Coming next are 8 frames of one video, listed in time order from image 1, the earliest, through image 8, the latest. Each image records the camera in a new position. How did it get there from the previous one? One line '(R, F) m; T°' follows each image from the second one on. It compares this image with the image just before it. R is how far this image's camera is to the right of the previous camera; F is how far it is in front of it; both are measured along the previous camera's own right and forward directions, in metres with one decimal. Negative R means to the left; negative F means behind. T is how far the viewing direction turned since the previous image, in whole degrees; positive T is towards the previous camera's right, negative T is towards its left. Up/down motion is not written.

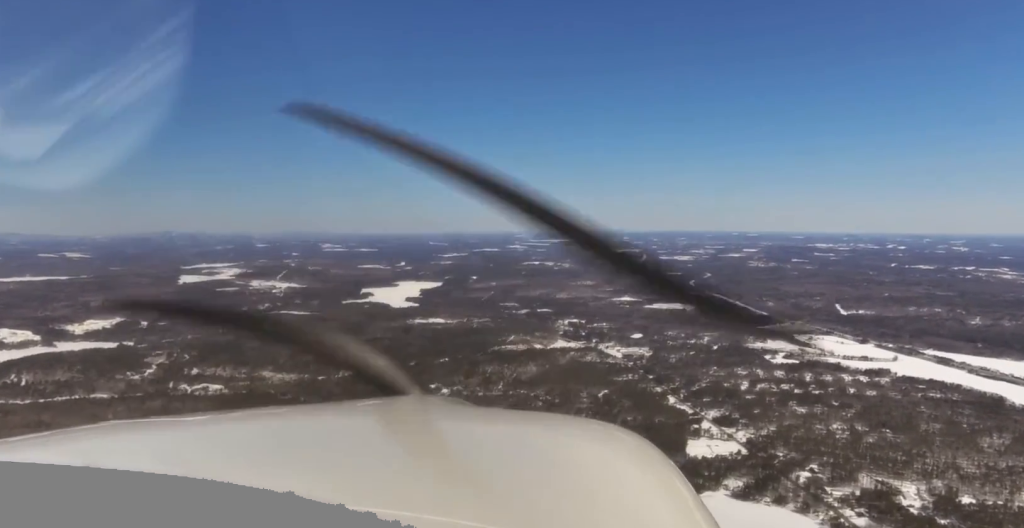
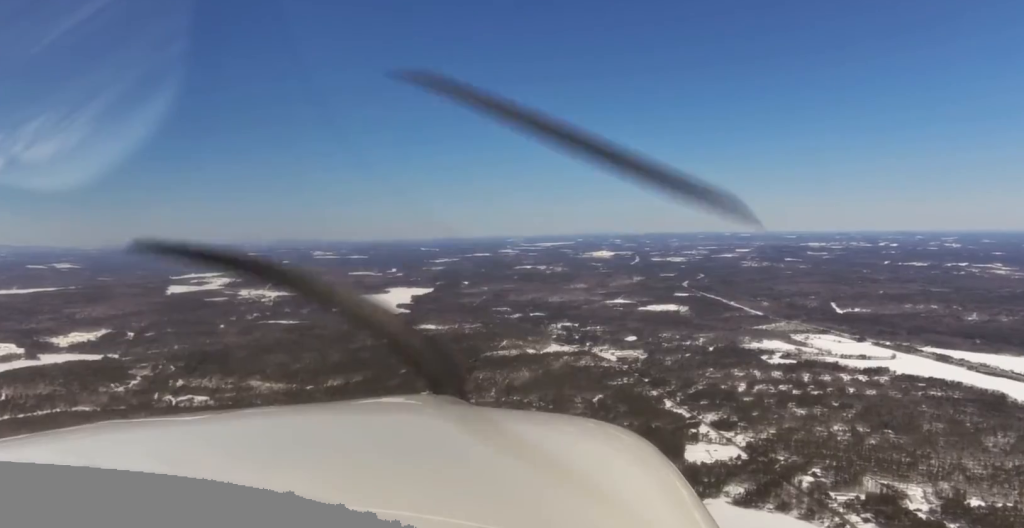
(-0.3, +49.9) m; 0°
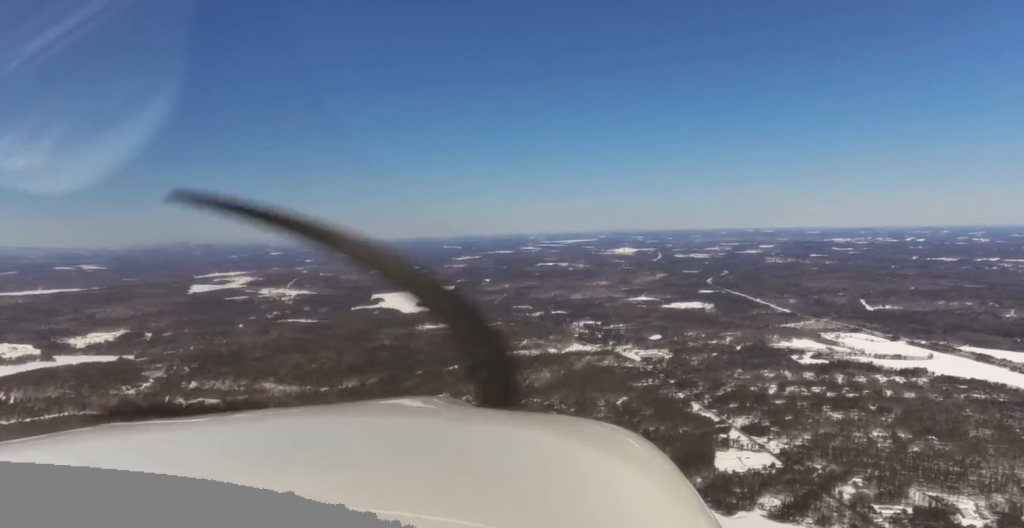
(+0.6, +102.9) m; 0°
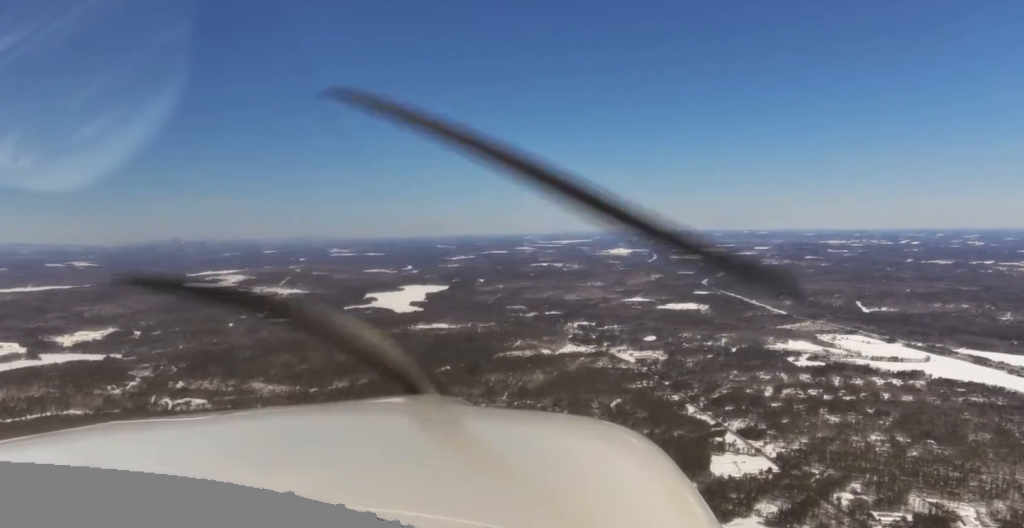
(-0.2, +33.8) m; 0°
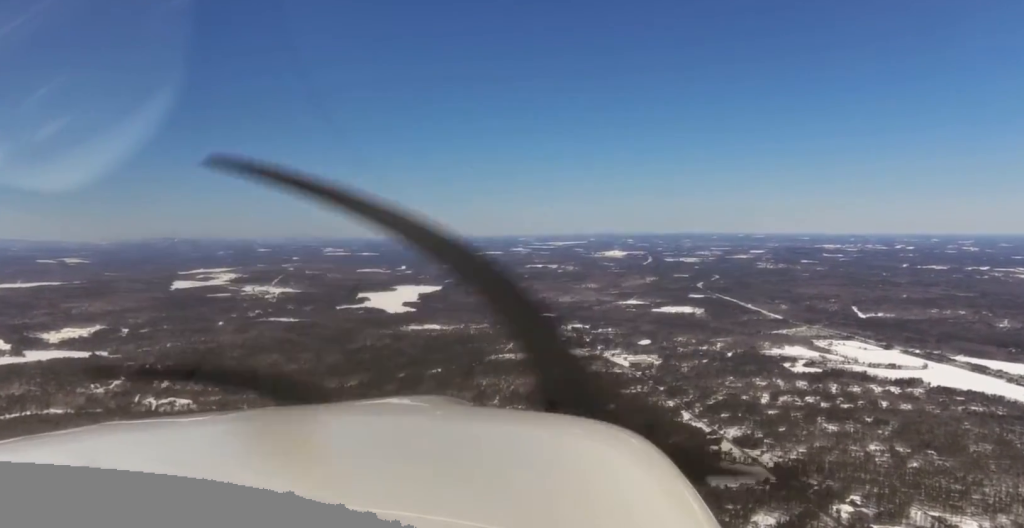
(-0.7, +42.3) m; 0°
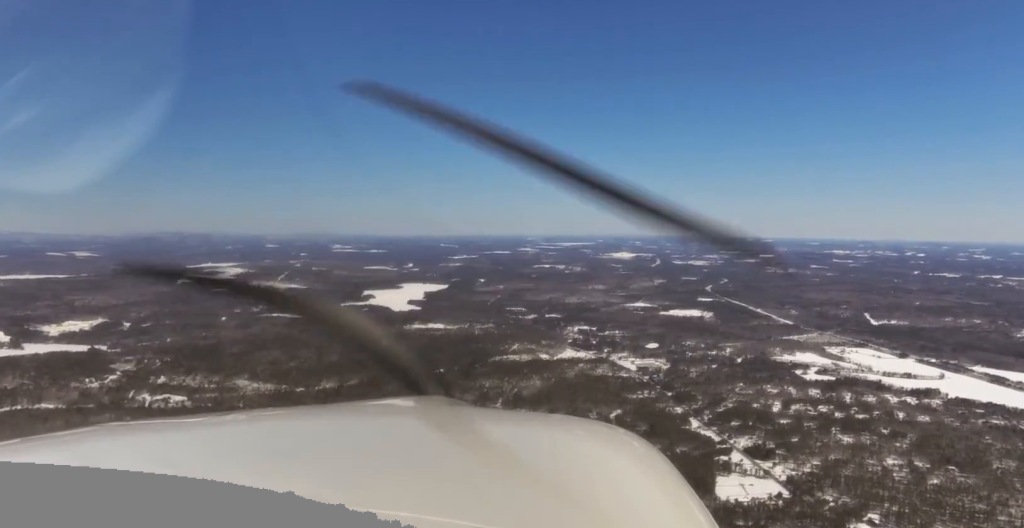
(+1.1, +72.1) m; +1°
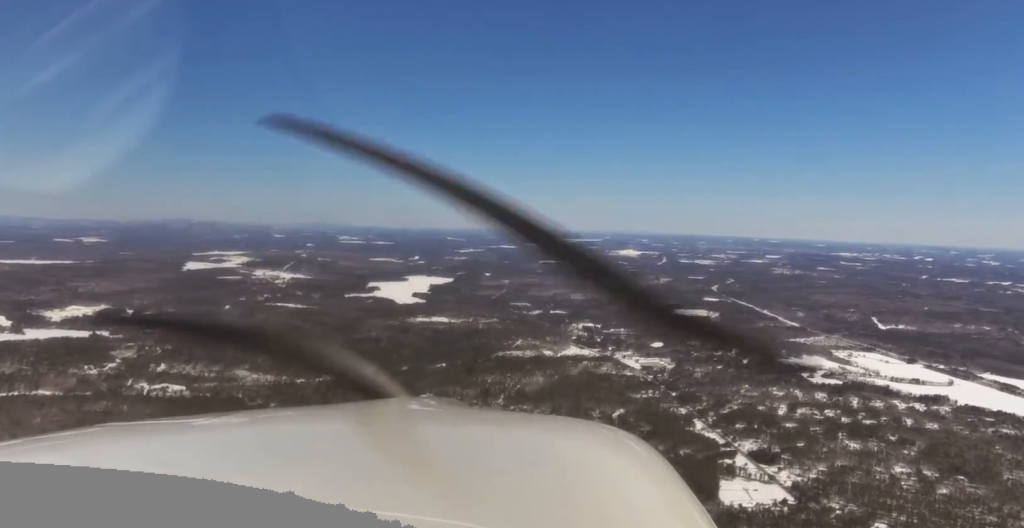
(0.0, +34.0) m; 0°
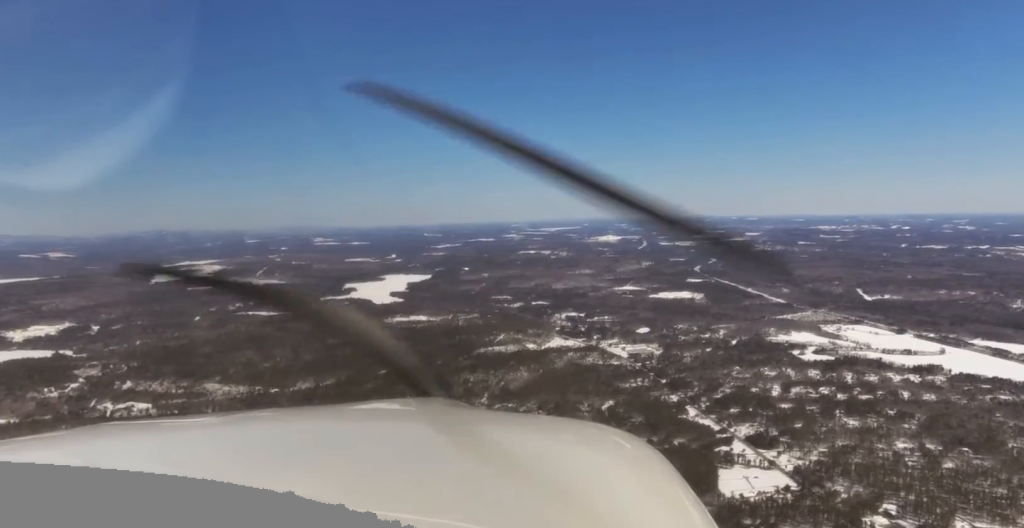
(0.0, +83.0) m; +1°
